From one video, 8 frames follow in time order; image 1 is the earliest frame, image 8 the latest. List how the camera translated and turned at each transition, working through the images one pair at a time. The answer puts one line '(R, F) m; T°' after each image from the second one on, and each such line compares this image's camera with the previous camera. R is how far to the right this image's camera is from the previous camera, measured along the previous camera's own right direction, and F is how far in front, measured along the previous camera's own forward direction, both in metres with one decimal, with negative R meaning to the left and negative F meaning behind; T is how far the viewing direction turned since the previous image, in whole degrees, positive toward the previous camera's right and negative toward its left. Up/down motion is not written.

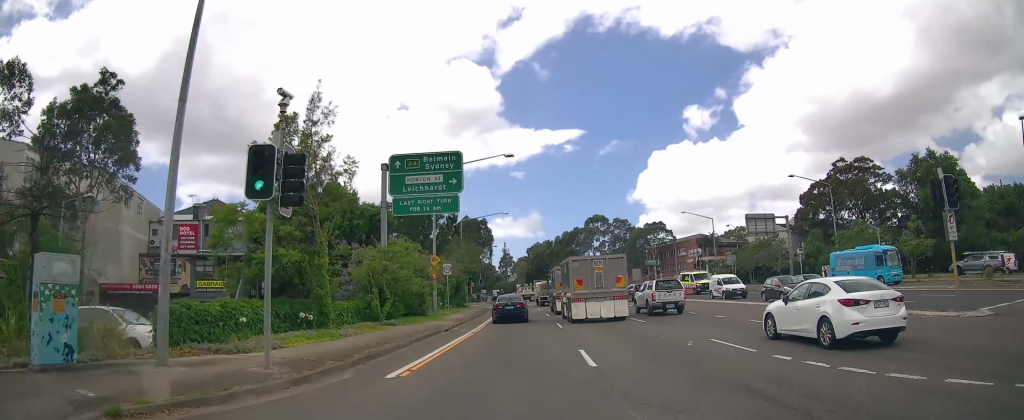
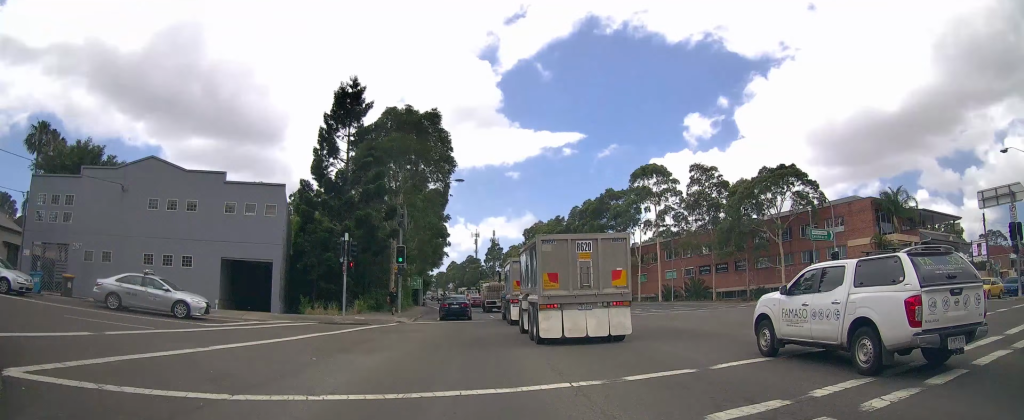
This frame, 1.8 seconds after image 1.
(+2.4, +62.3) m; +3°
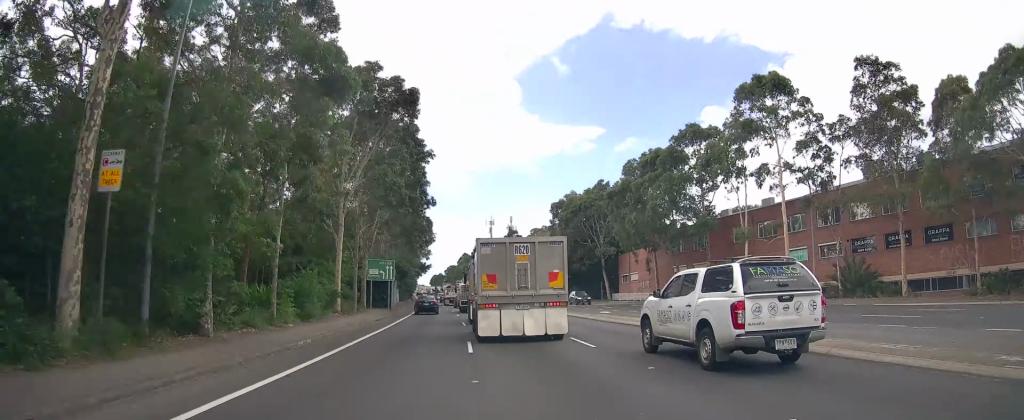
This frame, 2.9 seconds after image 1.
(+0.5, +35.5) m; -1°
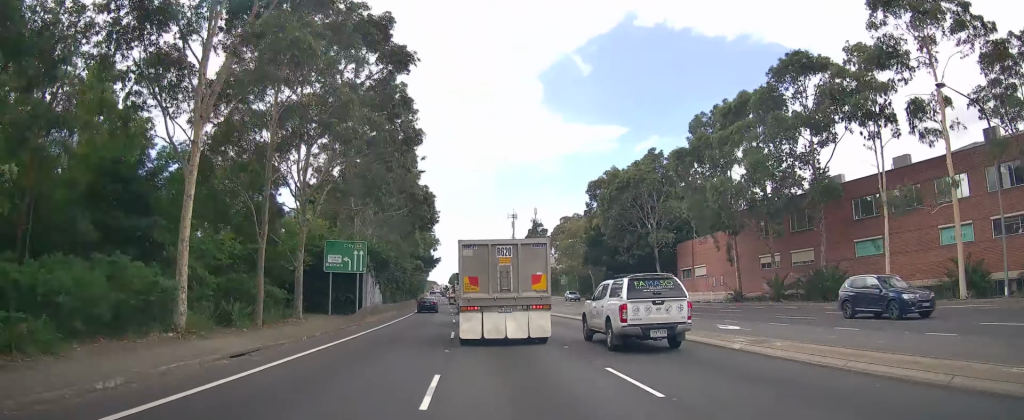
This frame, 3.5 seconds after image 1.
(-0.1, +19.7) m; -3°
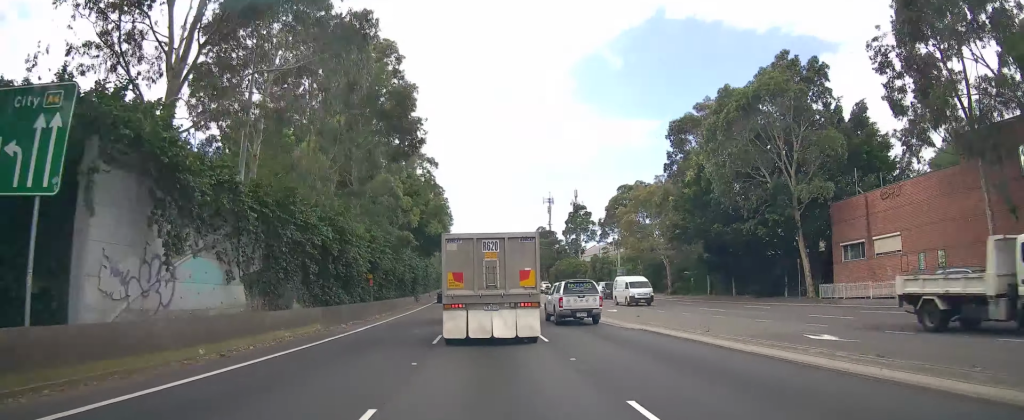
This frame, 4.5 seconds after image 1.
(-1.3, +29.5) m; -3°
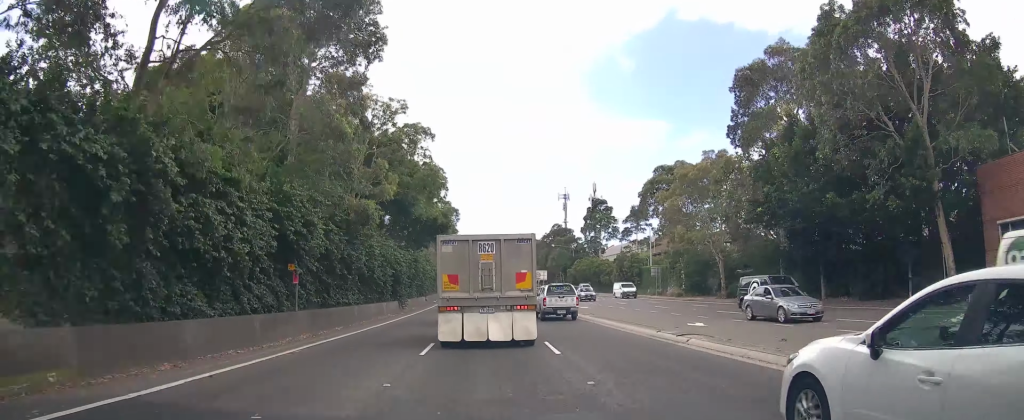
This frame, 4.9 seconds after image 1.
(-0.2, +15.0) m; -1°
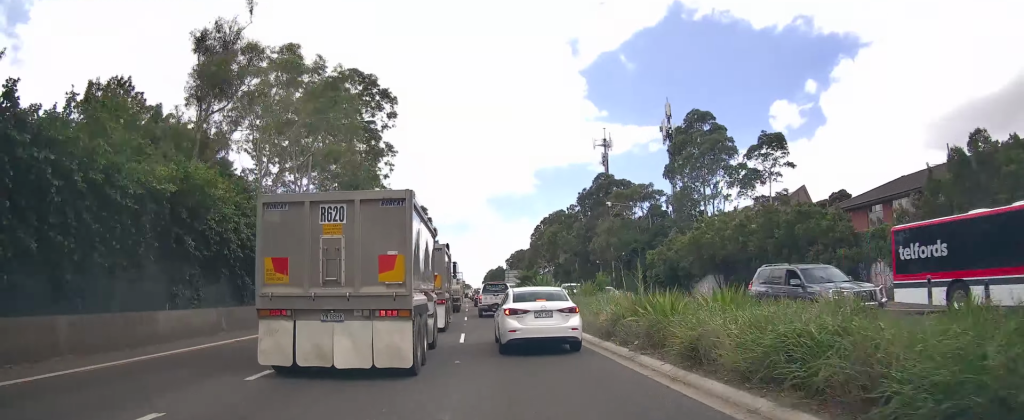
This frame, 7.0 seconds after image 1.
(-1.0, +62.6) m; -1°
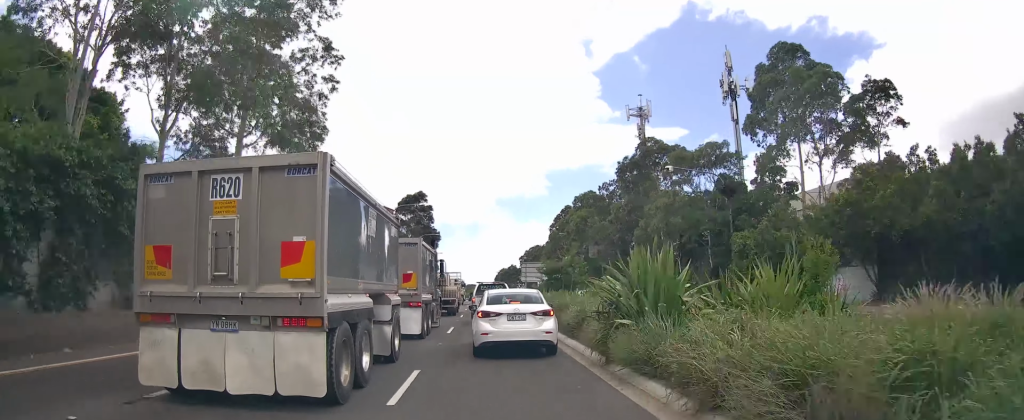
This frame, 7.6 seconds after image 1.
(+0.1, +17.5) m; 0°
